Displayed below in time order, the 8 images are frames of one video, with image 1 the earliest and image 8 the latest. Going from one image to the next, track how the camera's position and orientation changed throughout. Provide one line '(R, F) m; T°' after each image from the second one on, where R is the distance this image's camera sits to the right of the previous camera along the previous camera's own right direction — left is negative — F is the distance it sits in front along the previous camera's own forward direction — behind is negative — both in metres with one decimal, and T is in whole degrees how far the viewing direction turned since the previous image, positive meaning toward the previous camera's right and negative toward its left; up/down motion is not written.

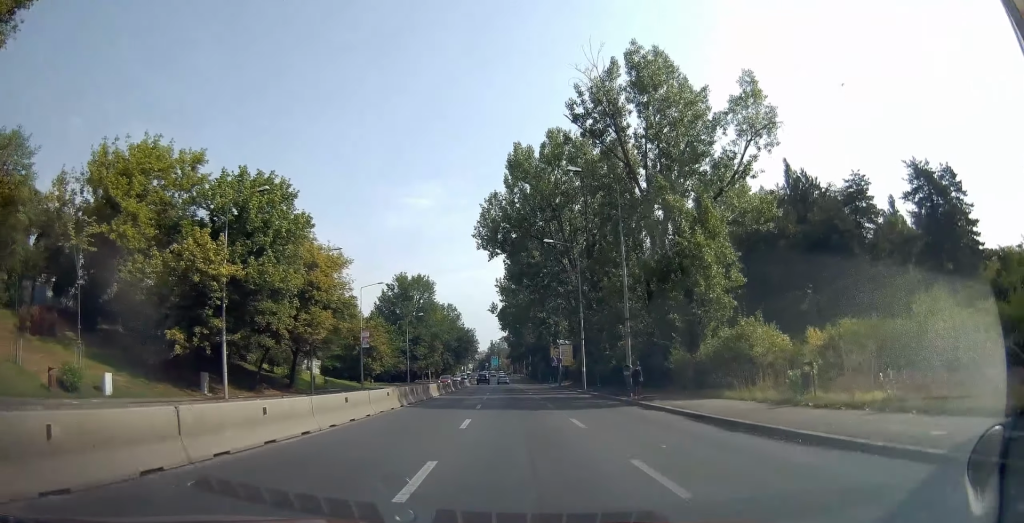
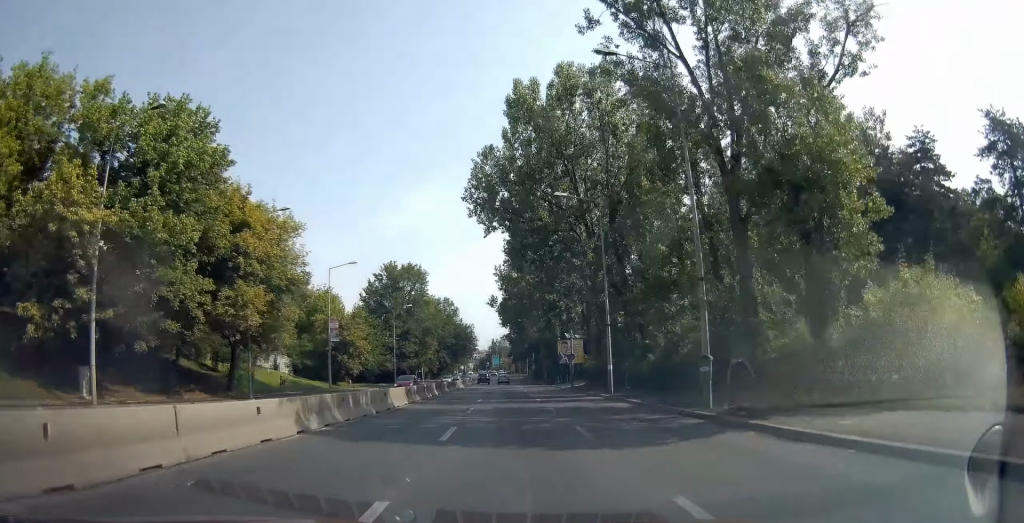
(-0.1, +12.1) m; -1°
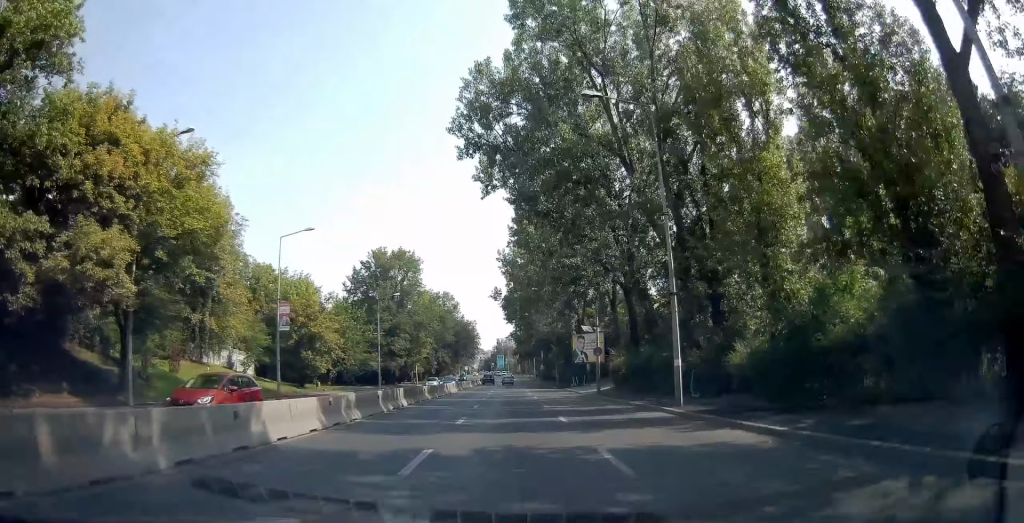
(-0.2, +12.8) m; 0°
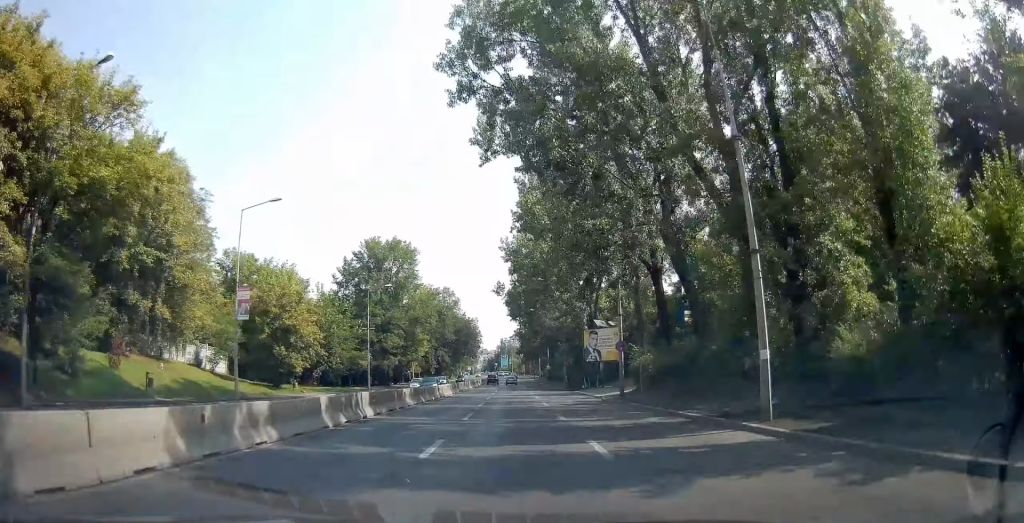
(0.0, +7.6) m; 0°
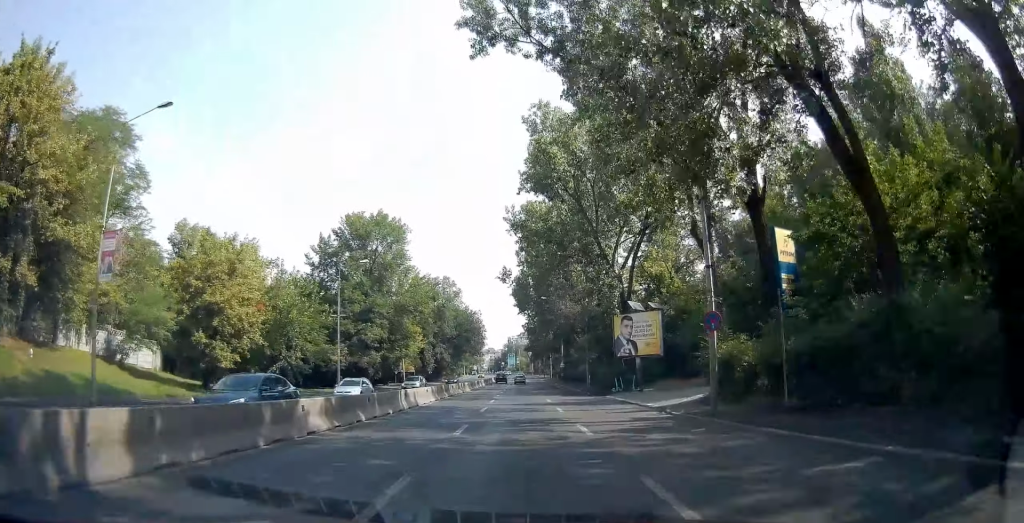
(+0.1, +13.6) m; 0°
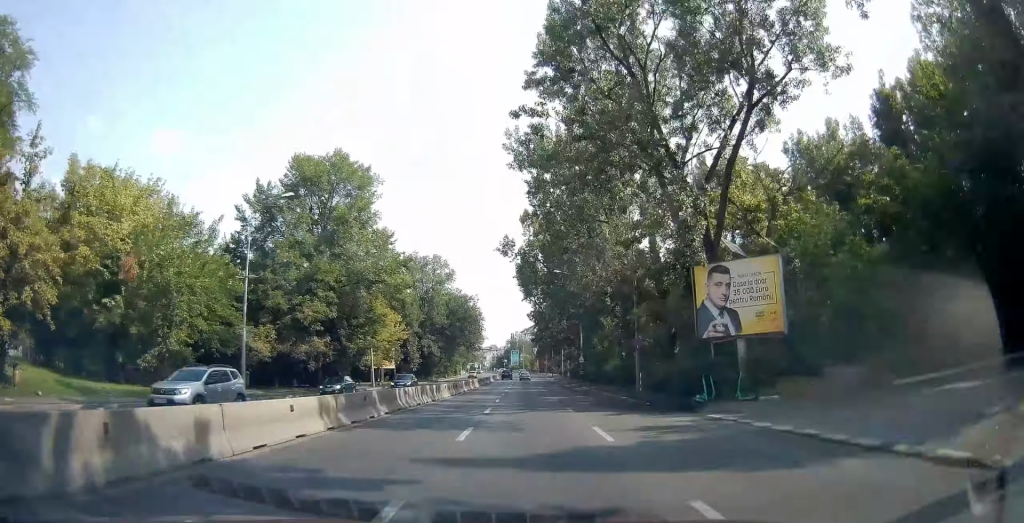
(-0.2, +19.6) m; -1°
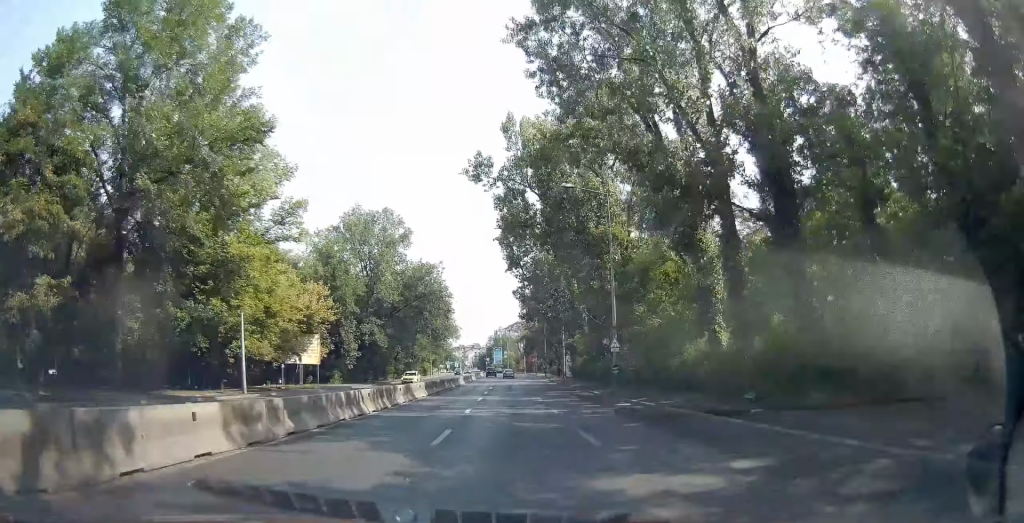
(+0.2, +27.6) m; +1°
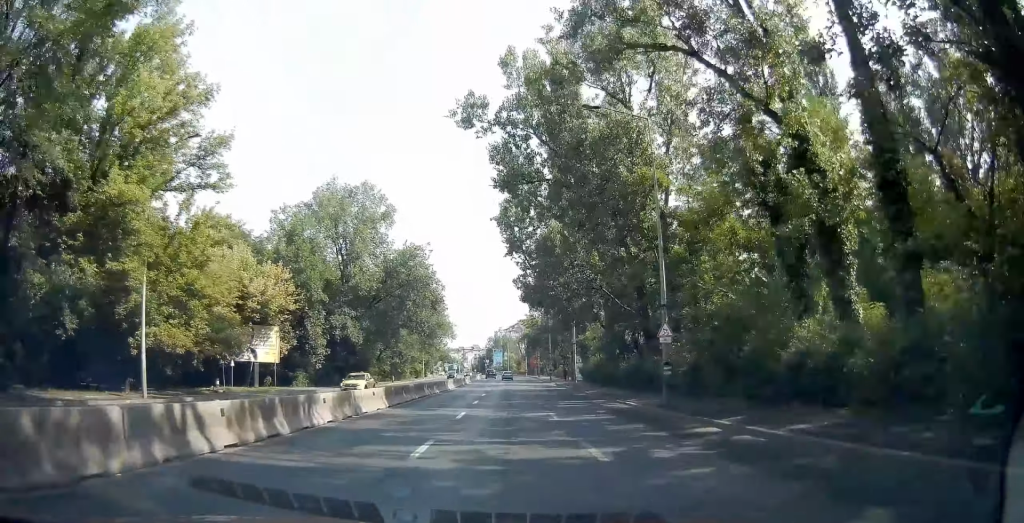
(-0.1, +10.8) m; 0°
